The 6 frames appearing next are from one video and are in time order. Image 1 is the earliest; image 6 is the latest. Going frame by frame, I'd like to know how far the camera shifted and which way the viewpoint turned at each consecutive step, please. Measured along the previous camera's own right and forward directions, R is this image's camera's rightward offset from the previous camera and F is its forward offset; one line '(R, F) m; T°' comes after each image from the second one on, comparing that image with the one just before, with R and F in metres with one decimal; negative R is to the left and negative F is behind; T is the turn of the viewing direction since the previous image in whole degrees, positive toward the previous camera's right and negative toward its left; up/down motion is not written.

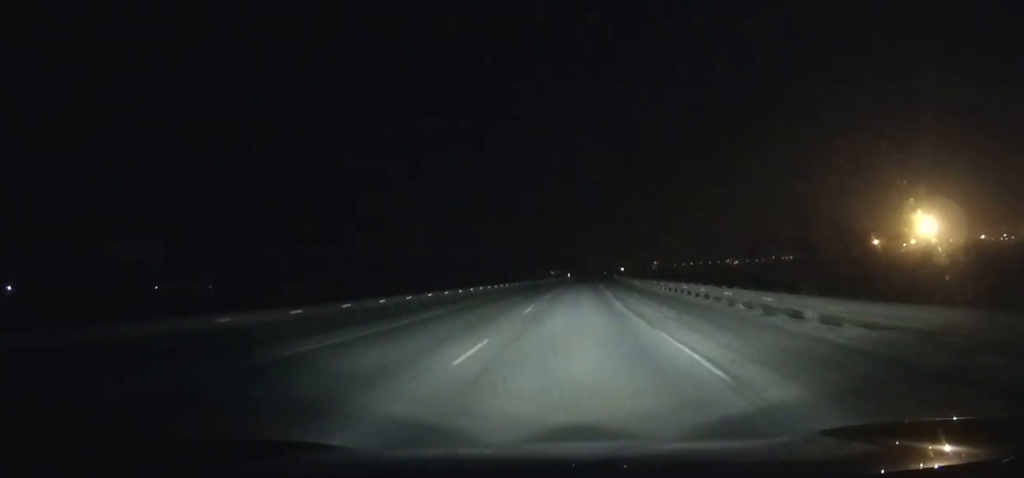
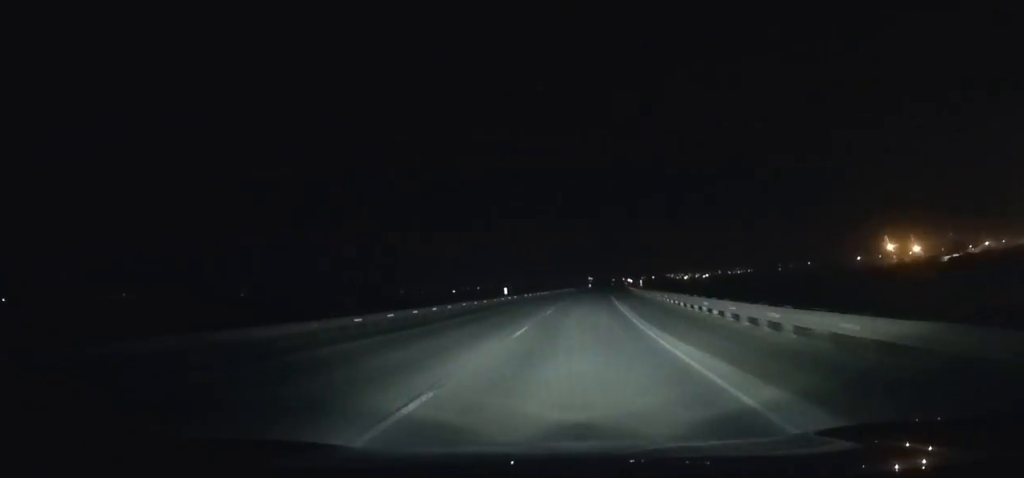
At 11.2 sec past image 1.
(+18.1, +271.1) m; +7°
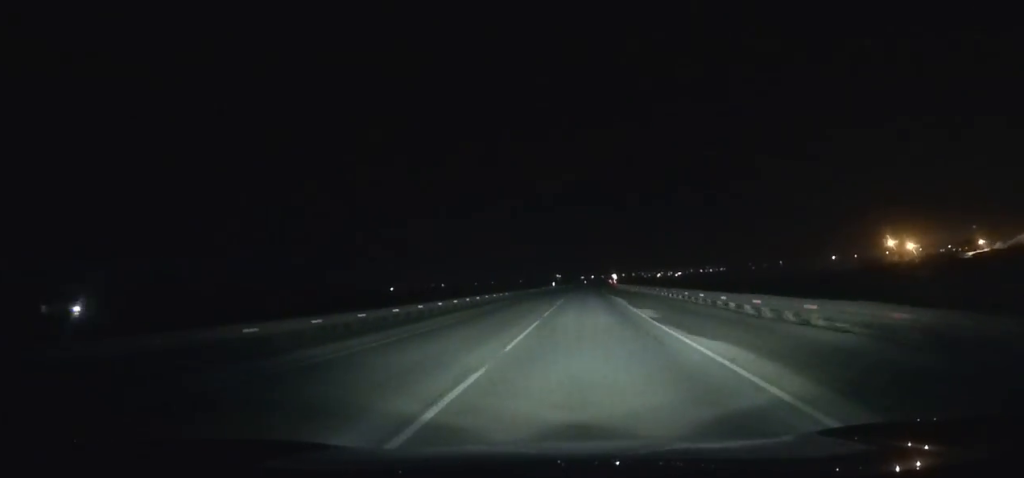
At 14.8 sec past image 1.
(+1.9, +88.0) m; +2°
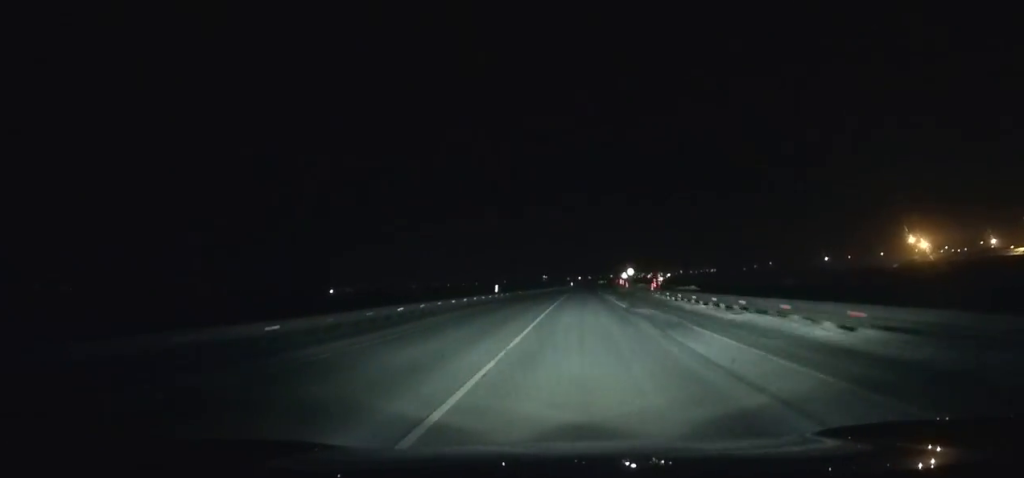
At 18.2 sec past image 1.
(+1.5, +83.7) m; +2°
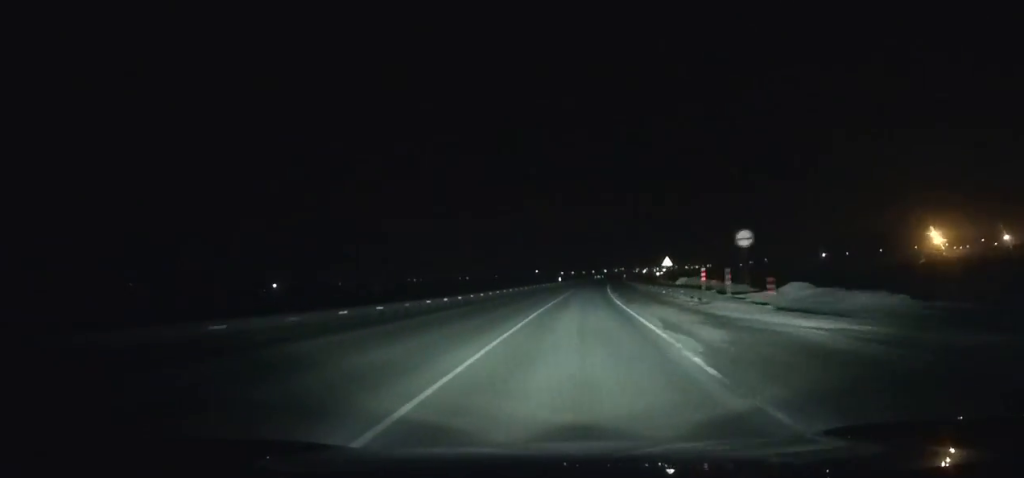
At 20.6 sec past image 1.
(+0.5, +59.2) m; +1°
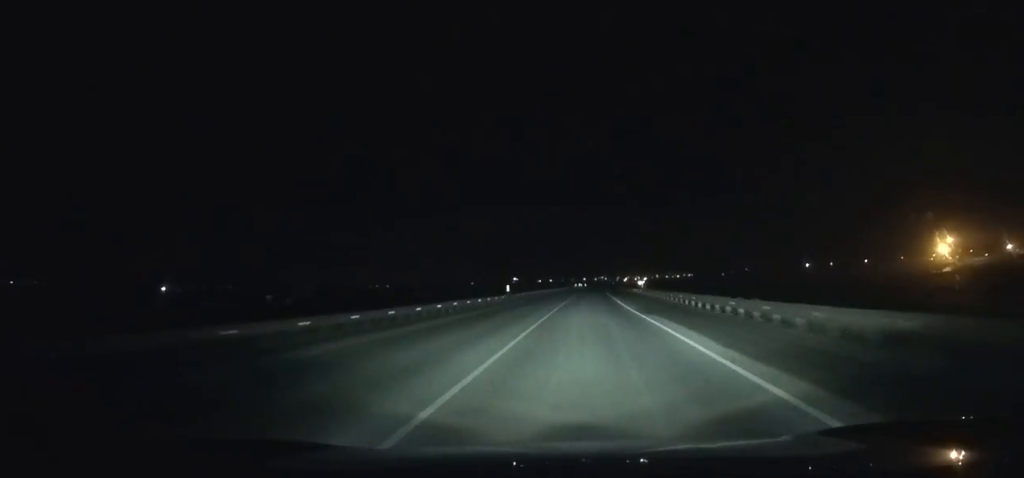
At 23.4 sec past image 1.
(+0.8, +69.3) m; +2°
